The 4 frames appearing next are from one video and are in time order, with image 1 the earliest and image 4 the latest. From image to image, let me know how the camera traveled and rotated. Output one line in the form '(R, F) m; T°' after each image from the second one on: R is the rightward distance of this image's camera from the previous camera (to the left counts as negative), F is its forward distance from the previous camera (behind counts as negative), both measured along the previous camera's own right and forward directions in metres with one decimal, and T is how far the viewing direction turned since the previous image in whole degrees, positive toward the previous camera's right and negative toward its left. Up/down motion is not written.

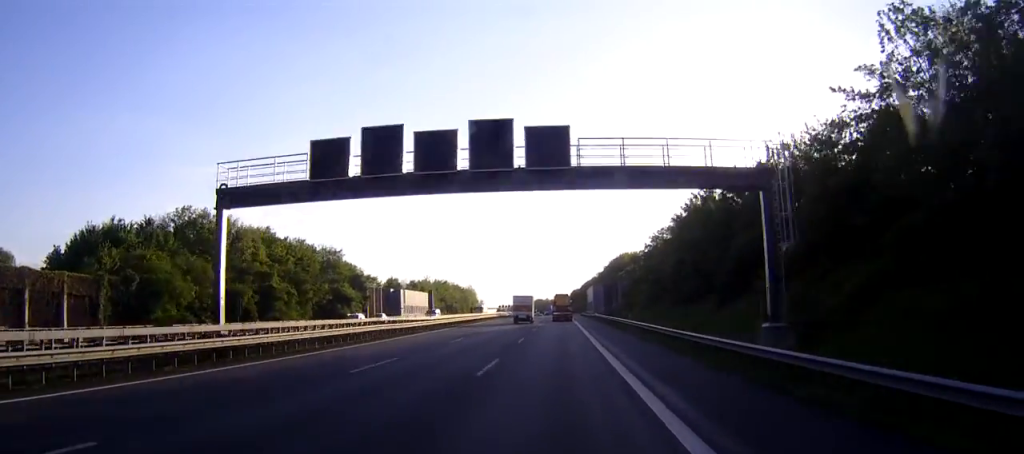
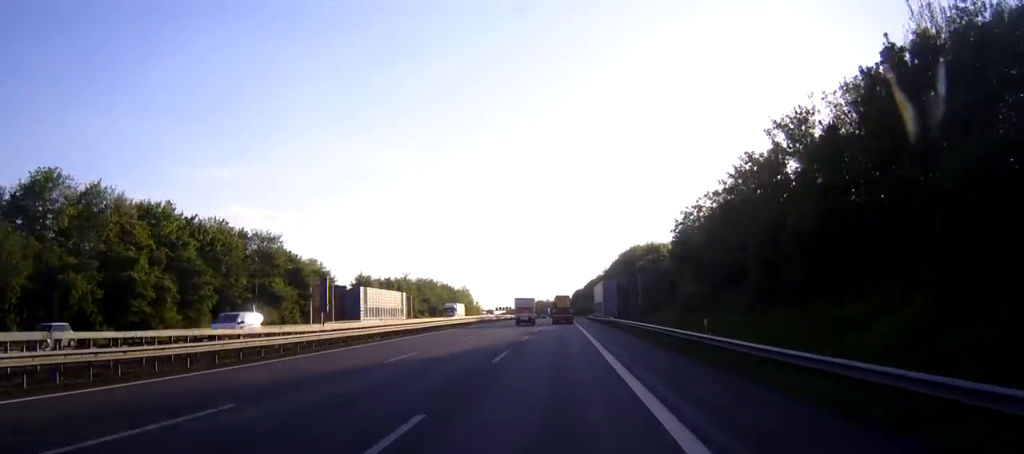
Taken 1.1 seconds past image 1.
(+0.2, +31.5) m; 0°
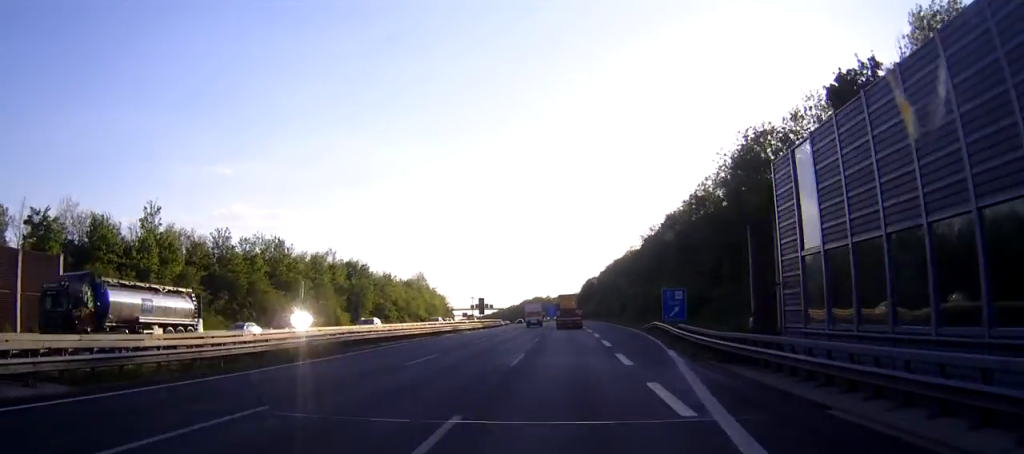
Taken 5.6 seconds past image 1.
(-2.9, +125.3) m; -1°
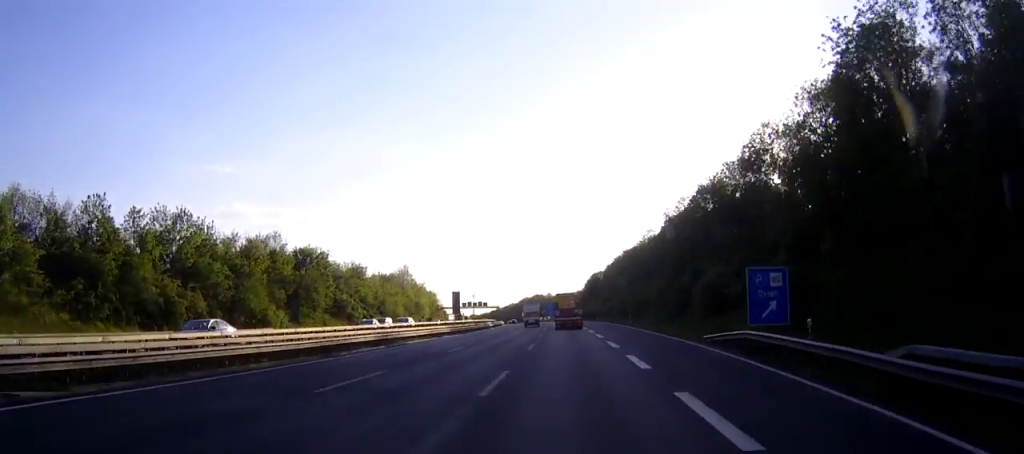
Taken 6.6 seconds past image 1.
(0.0, +27.8) m; 0°
